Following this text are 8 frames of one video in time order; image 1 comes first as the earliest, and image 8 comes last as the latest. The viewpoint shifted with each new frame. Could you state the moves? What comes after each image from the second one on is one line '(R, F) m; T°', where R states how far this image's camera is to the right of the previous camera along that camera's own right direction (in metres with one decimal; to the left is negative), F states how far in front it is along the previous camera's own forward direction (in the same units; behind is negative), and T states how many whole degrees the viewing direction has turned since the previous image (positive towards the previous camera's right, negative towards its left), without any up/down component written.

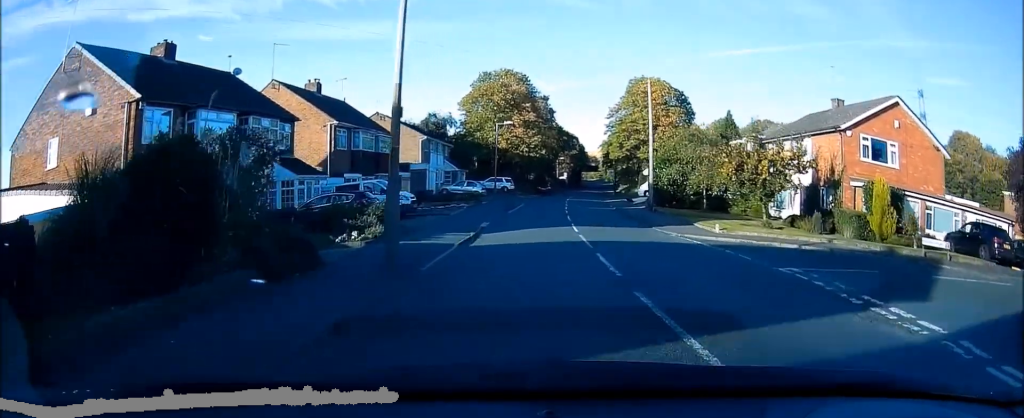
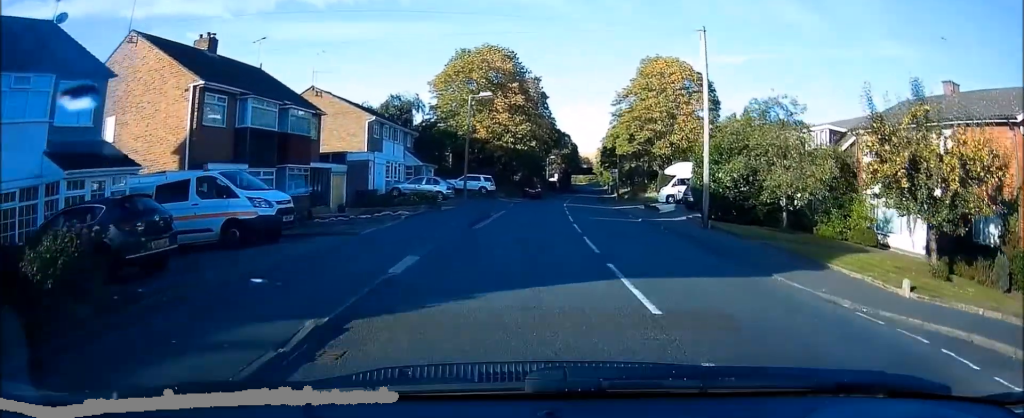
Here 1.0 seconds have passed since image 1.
(+0.1, +13.8) m; +1°
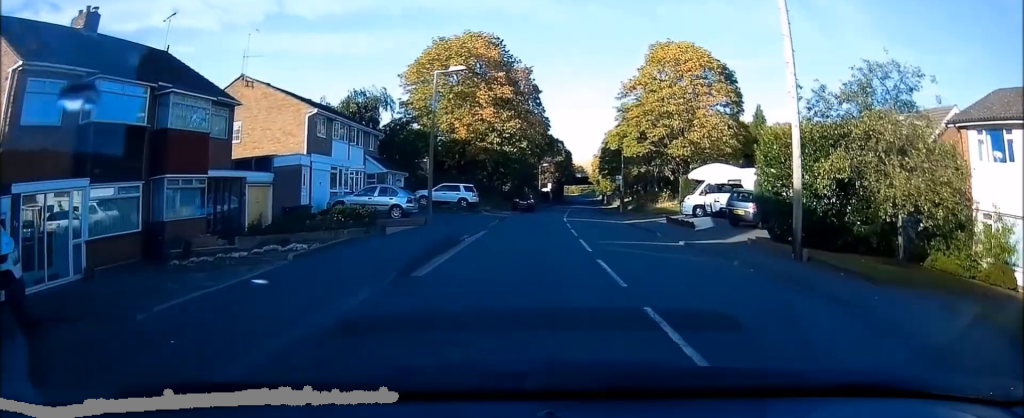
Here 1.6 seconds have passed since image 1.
(0.0, +9.1) m; +1°
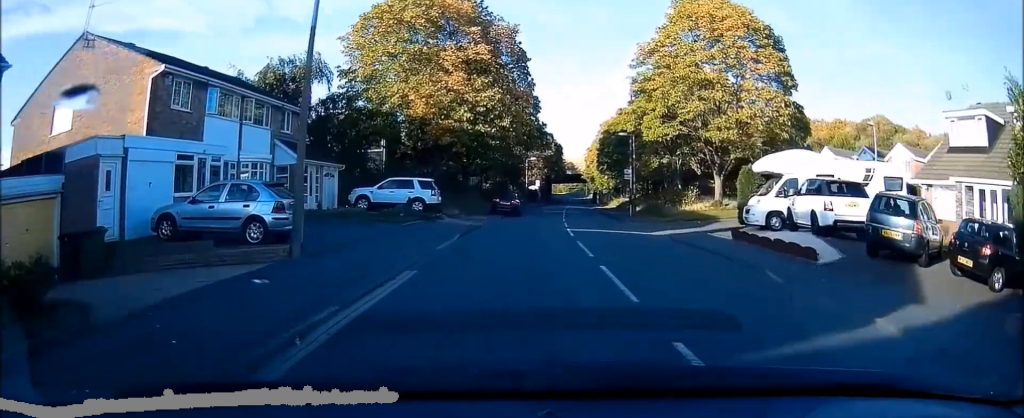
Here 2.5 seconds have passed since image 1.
(+0.3, +12.4) m; +1°
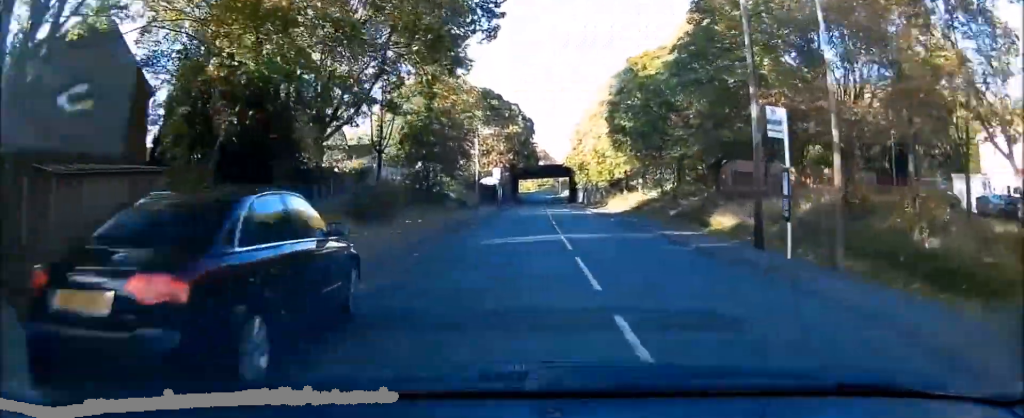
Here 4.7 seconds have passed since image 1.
(+0.6, +32.5) m; +3°
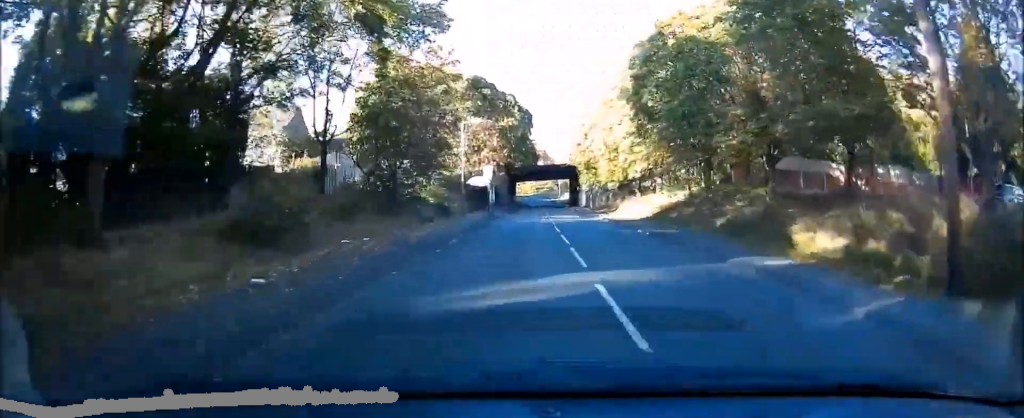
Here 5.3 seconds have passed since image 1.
(0.0, +8.5) m; +1°
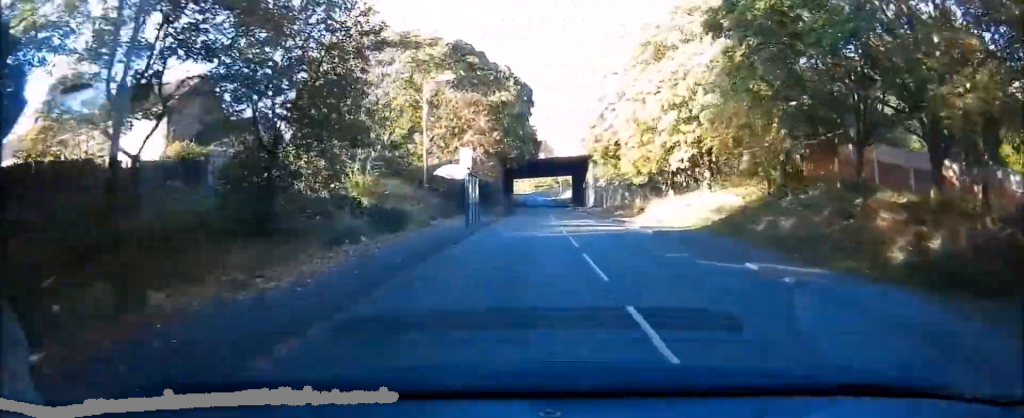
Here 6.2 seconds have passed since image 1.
(+0.3, +12.7) m; 0°
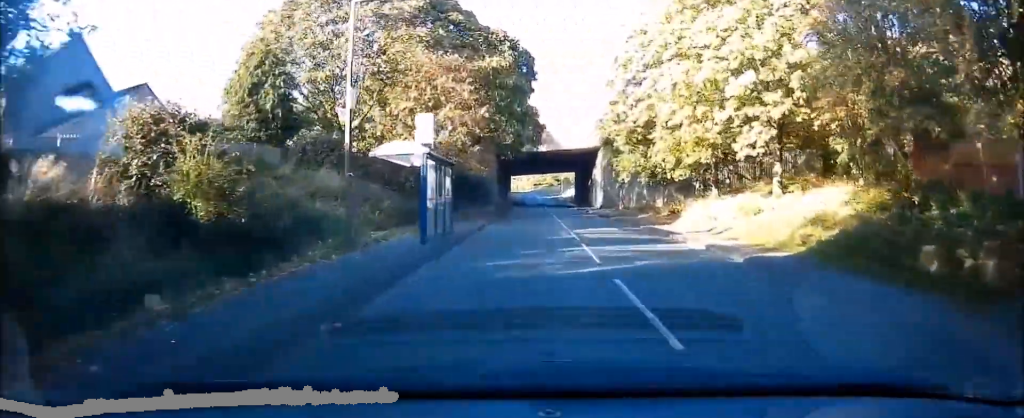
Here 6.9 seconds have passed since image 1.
(-0.1, +9.9) m; 0°
